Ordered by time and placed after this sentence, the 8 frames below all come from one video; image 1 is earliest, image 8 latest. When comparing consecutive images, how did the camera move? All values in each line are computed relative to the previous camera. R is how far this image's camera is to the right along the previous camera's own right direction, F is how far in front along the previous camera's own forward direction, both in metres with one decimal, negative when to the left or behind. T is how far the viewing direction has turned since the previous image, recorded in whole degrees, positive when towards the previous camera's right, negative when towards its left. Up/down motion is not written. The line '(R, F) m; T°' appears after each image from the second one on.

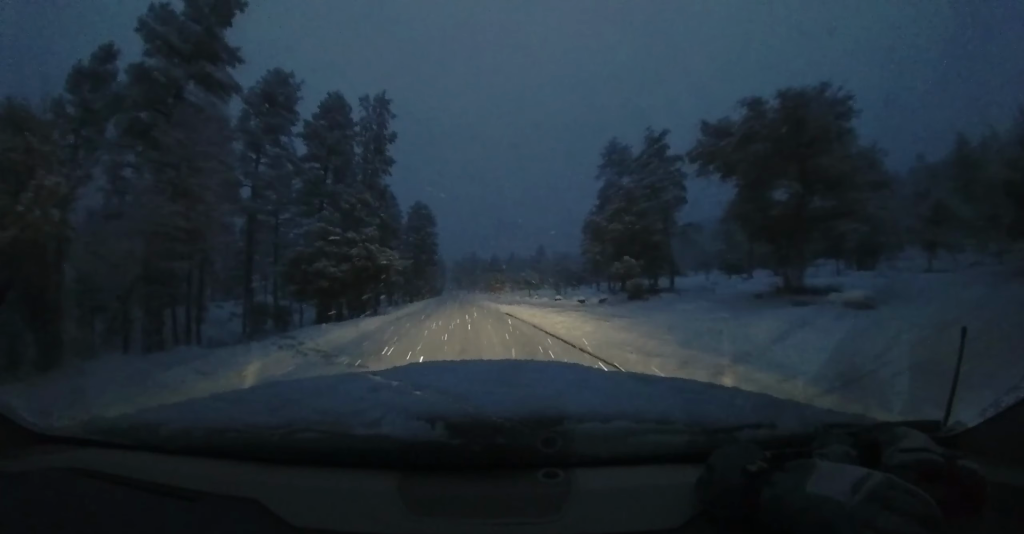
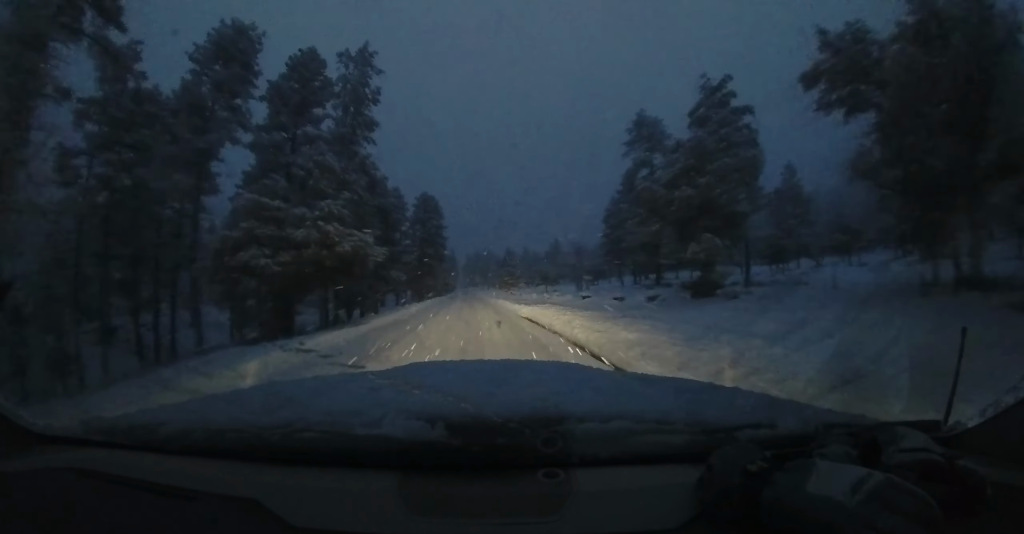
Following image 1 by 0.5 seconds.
(-0.7, +6.1) m; -3°
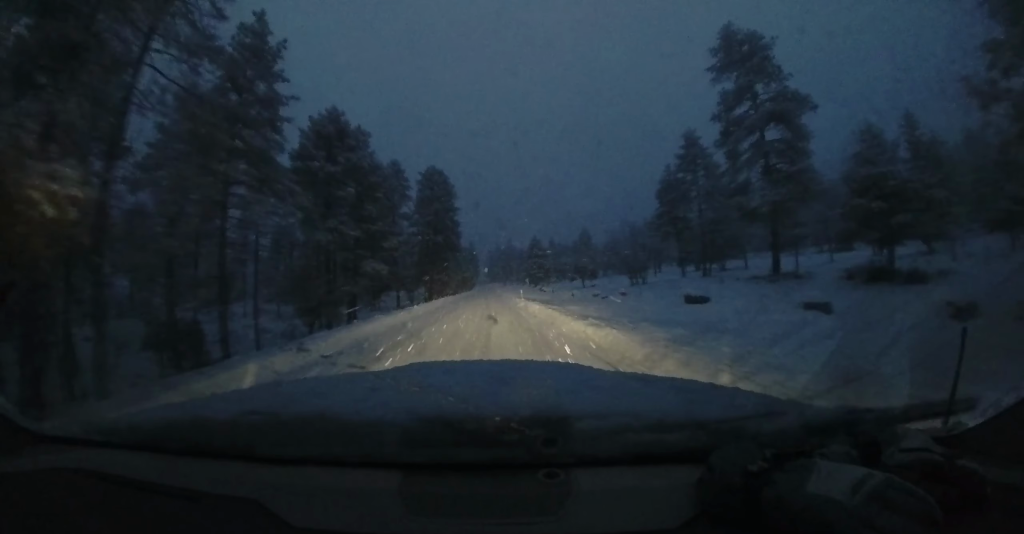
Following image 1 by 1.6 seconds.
(-0.8, +15.1) m; -3°
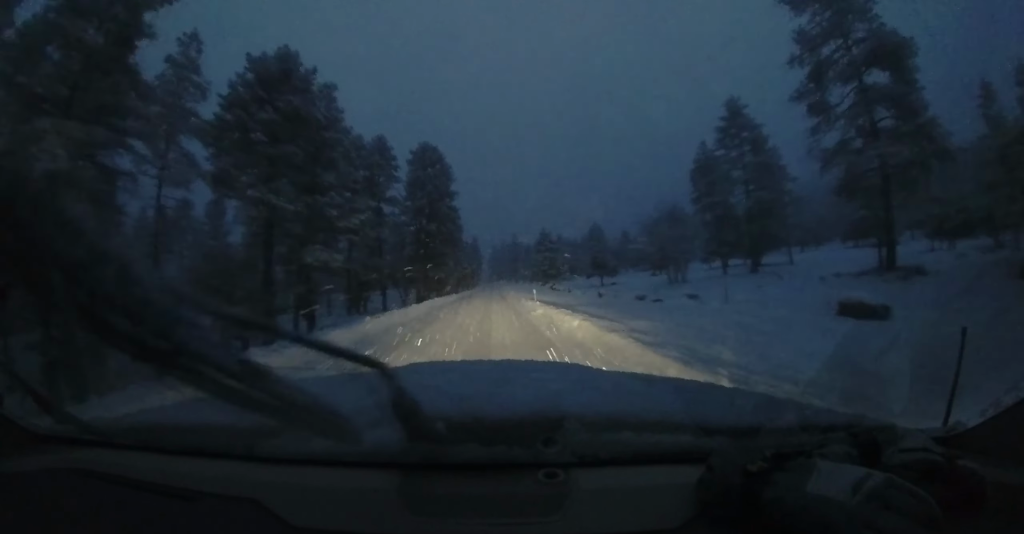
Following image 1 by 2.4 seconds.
(0.0, +9.7) m; 0°
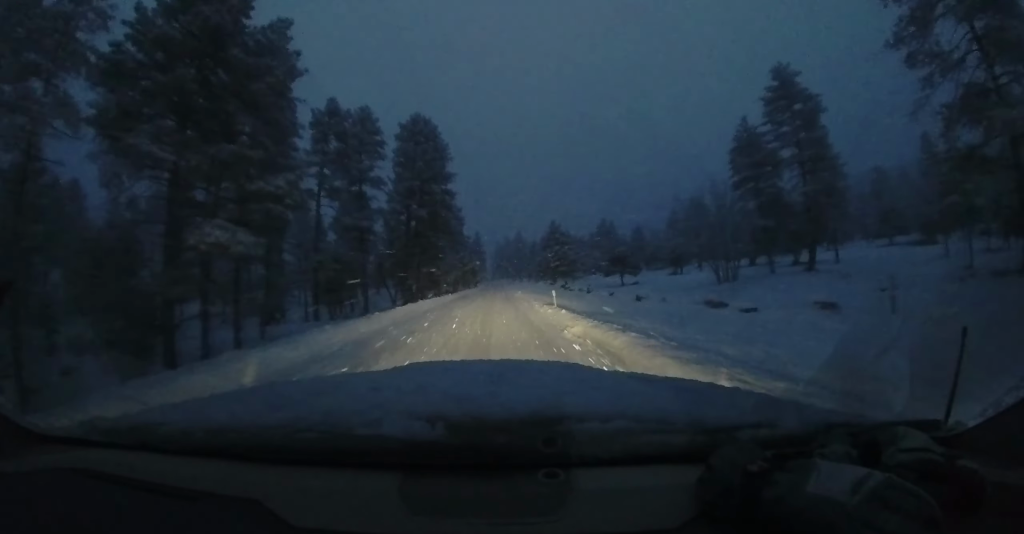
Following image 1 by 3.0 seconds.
(0.0, +8.1) m; 0°
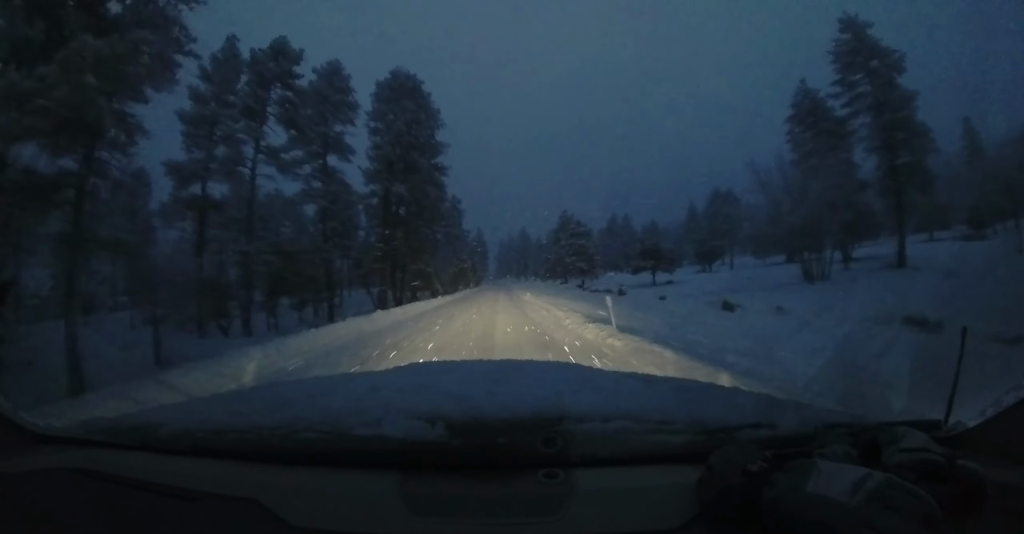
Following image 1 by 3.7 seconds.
(0.0, +9.6) m; 0°
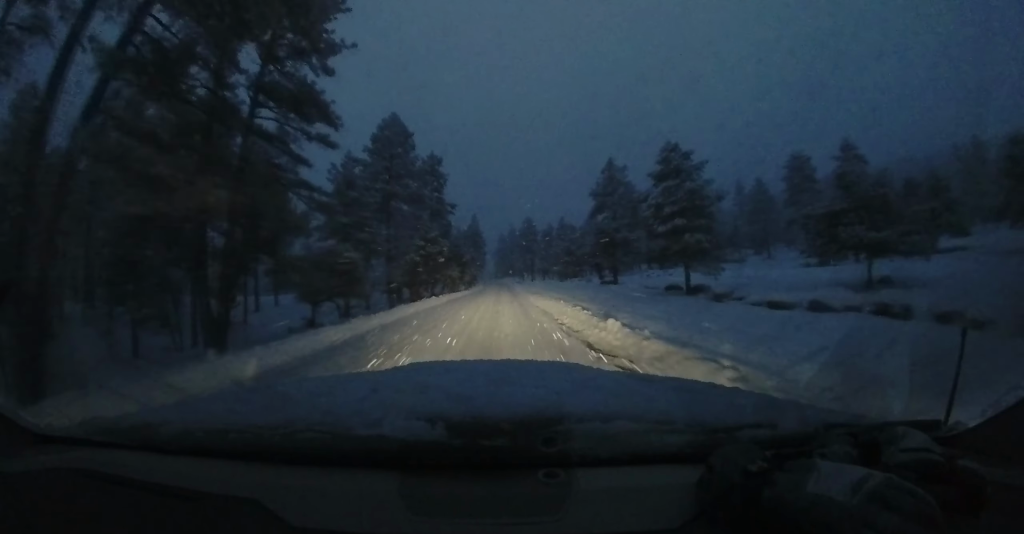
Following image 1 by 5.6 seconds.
(0.0, +26.7) m; -1°
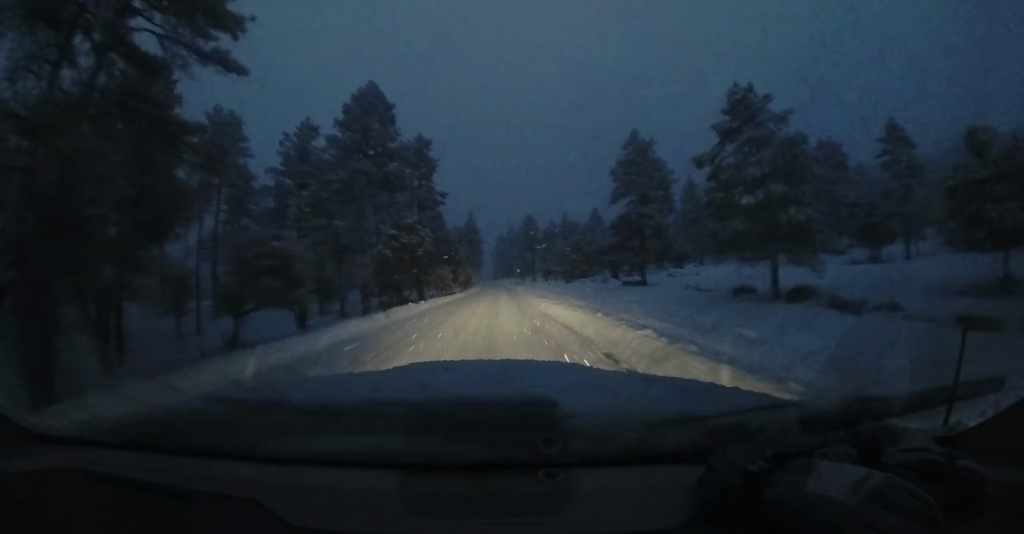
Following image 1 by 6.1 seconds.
(0.0, +7.2) m; 0°
